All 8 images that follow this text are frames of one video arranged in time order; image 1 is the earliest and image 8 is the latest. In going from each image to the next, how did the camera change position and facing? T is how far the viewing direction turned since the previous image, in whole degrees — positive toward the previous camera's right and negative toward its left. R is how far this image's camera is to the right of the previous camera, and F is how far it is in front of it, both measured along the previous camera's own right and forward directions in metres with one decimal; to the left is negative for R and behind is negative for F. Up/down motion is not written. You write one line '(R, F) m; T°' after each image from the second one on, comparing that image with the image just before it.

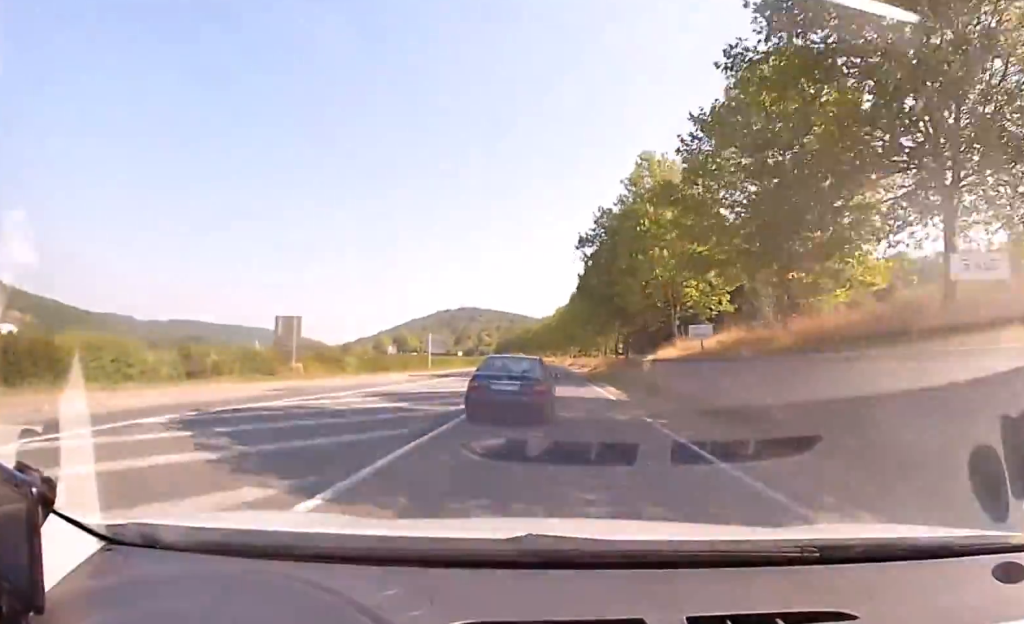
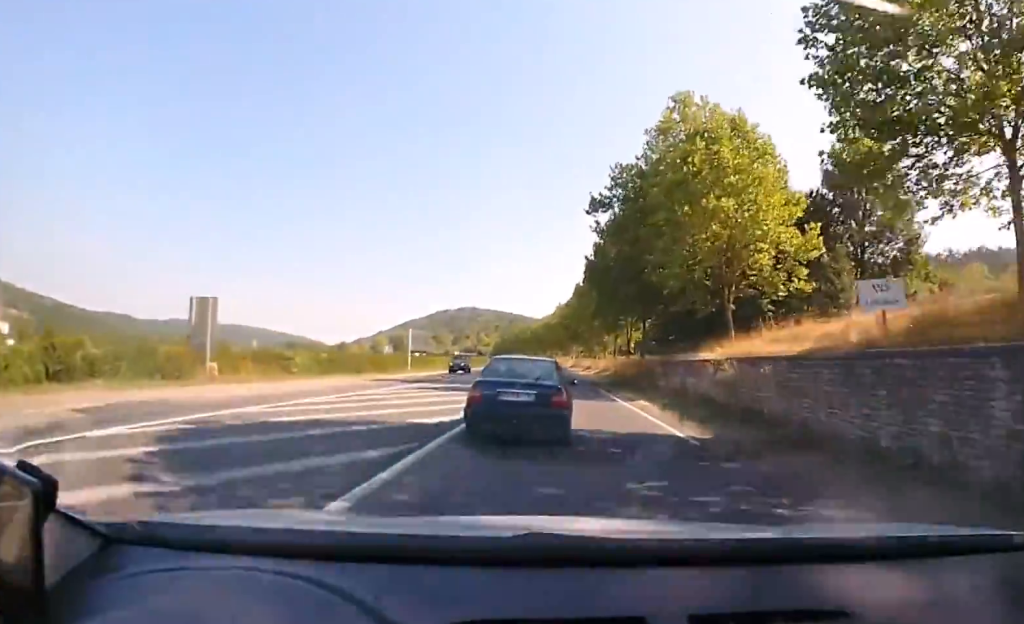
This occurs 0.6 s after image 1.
(+0.1, +11.3) m; 0°
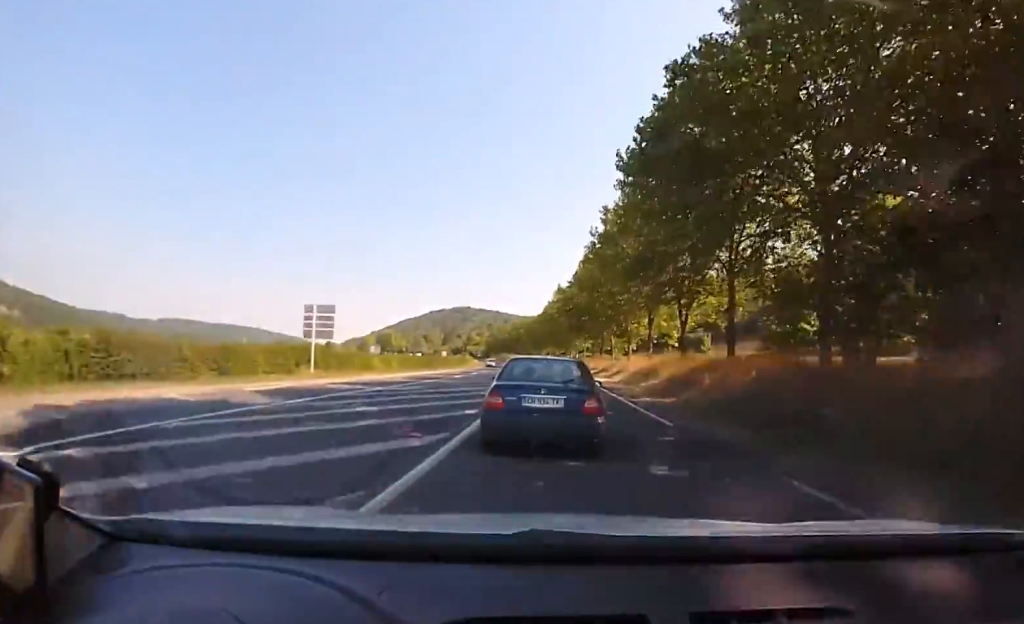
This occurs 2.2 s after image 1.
(-0.1, +25.1) m; +1°
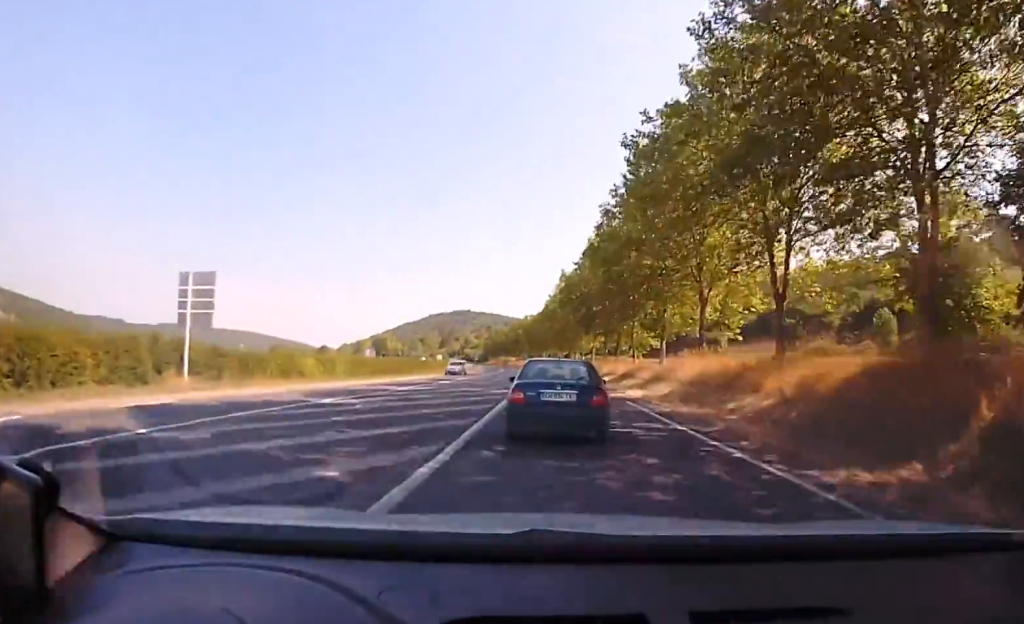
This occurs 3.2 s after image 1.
(+0.3, +13.3) m; +1°
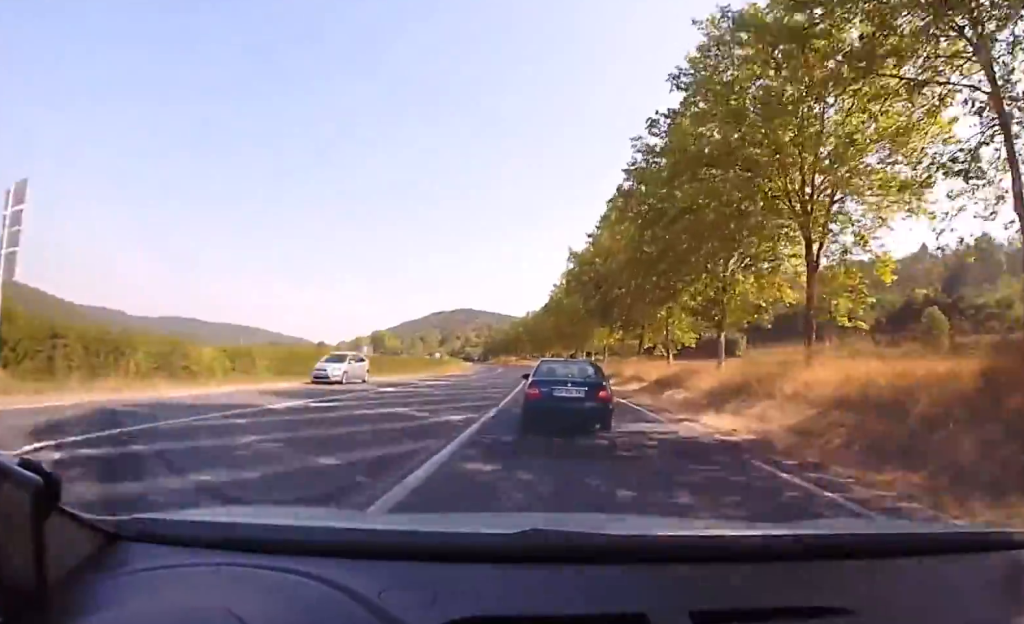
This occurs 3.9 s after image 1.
(0.0, +10.9) m; -1°
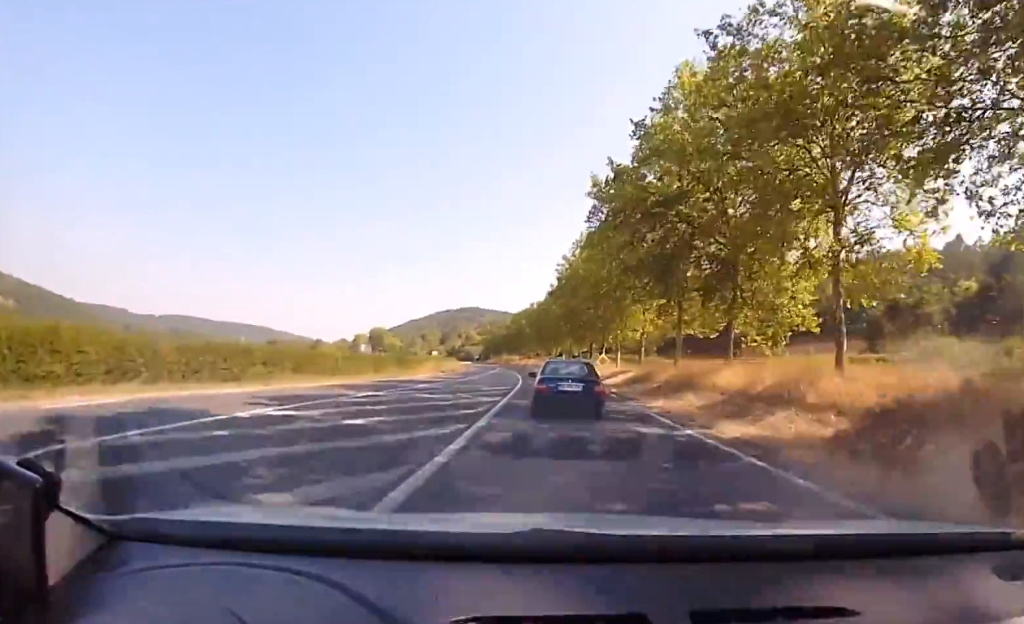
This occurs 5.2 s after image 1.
(-0.3, +17.8) m; -1°
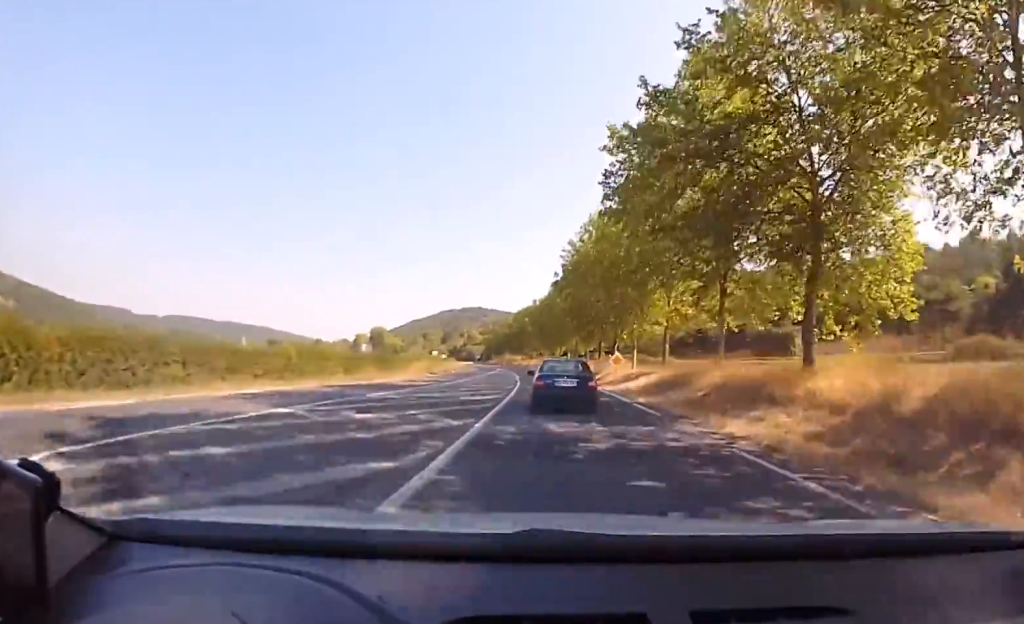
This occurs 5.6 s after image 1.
(-0.1, +6.3) m; 0°
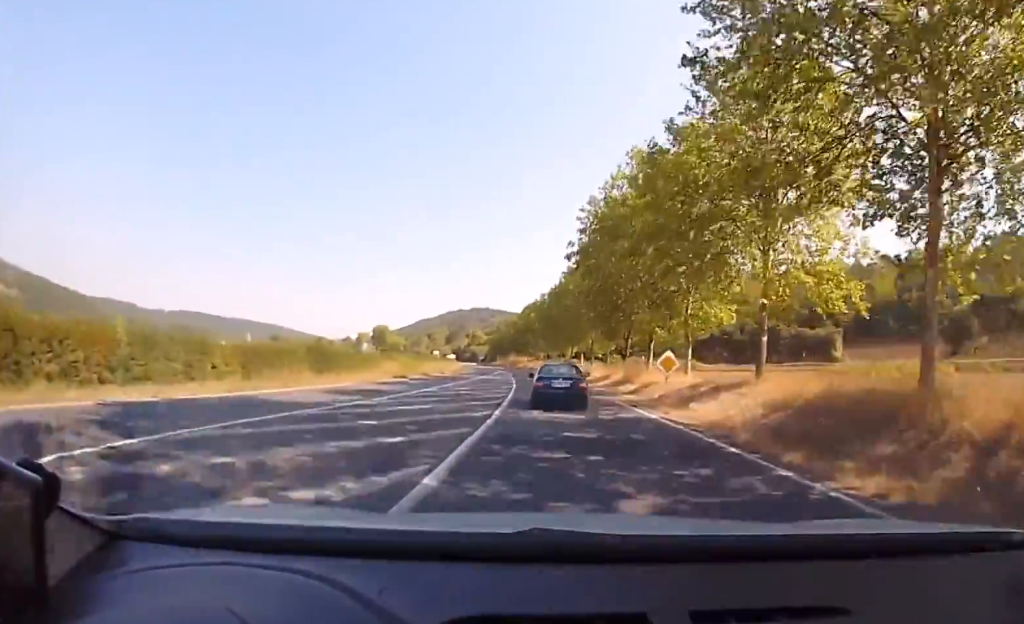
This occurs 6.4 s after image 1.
(0.0, +12.4) m; -1°
